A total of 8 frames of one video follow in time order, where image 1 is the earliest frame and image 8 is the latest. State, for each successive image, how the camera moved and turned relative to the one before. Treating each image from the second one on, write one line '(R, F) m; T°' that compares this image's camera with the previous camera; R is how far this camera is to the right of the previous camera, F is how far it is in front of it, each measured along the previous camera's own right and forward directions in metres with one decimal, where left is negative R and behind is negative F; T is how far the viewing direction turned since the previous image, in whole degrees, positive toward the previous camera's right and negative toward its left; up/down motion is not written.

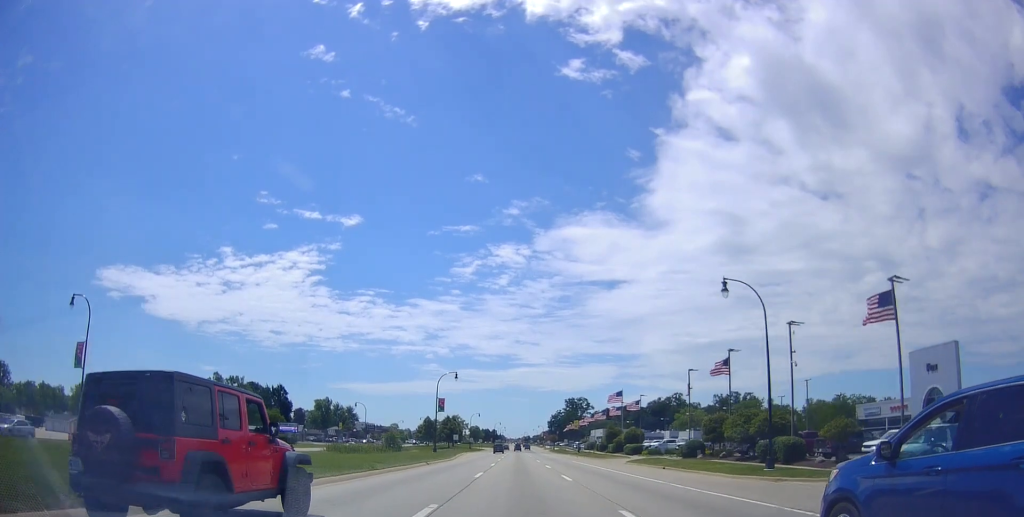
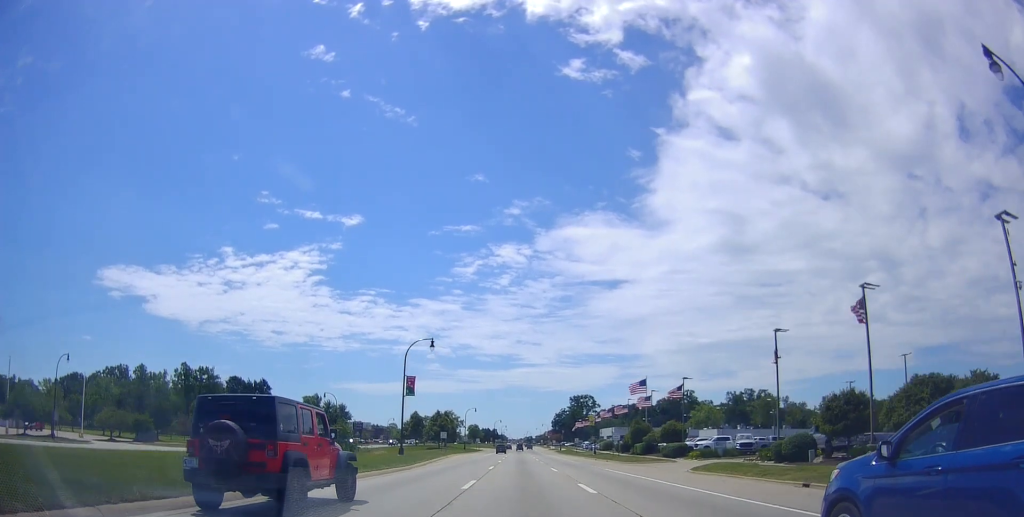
(0.0, +20.6) m; 0°
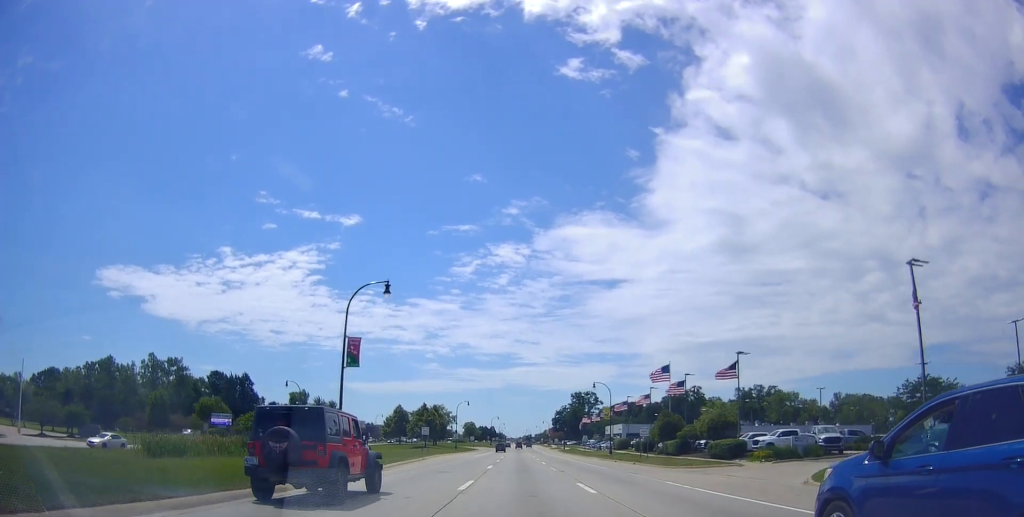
(+0.1, +16.2) m; -2°
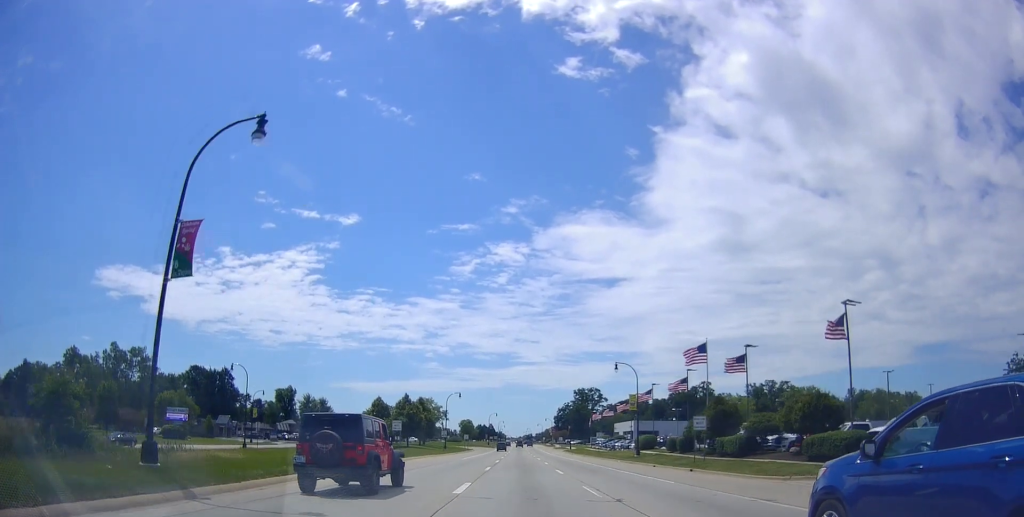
(-0.7, +16.8) m; 0°
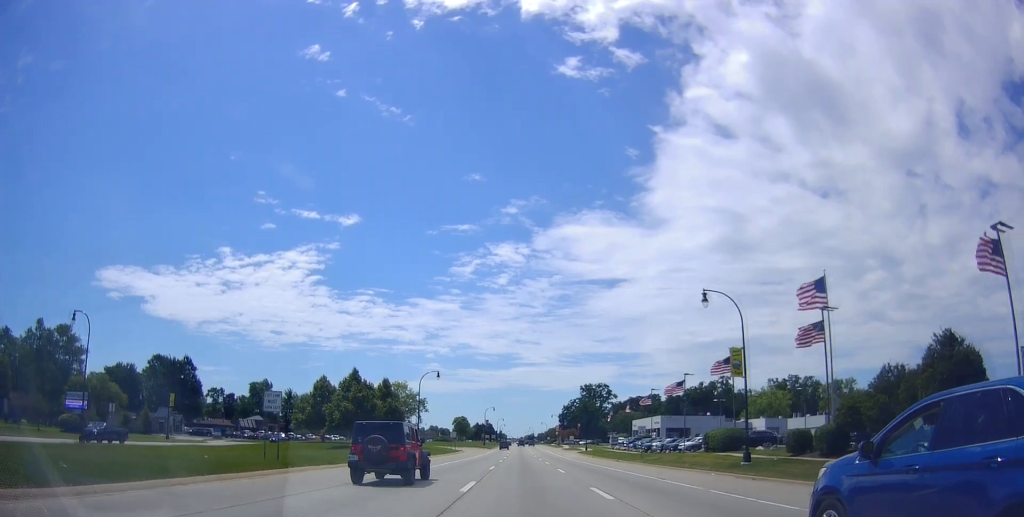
(+1.0, +28.1) m; +2°
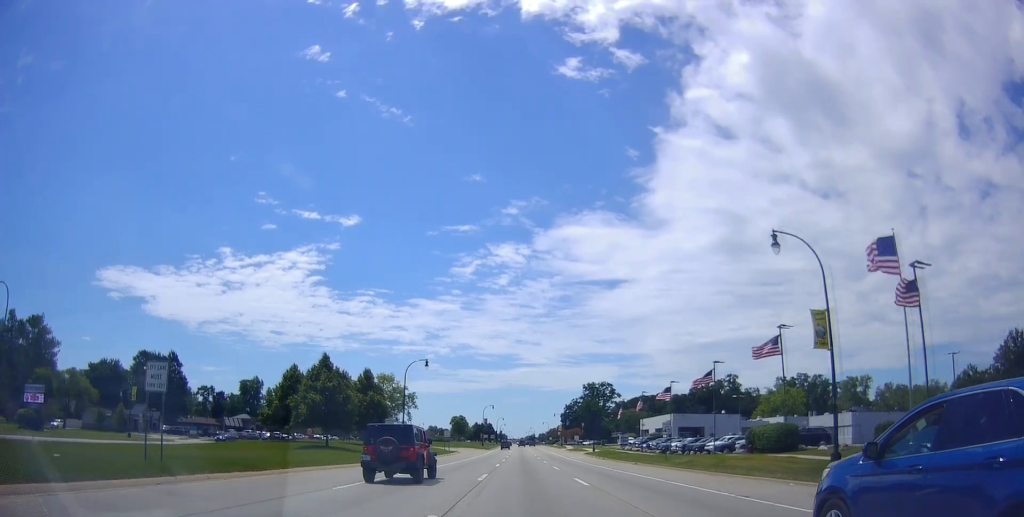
(0.0, +9.3) m; 0°
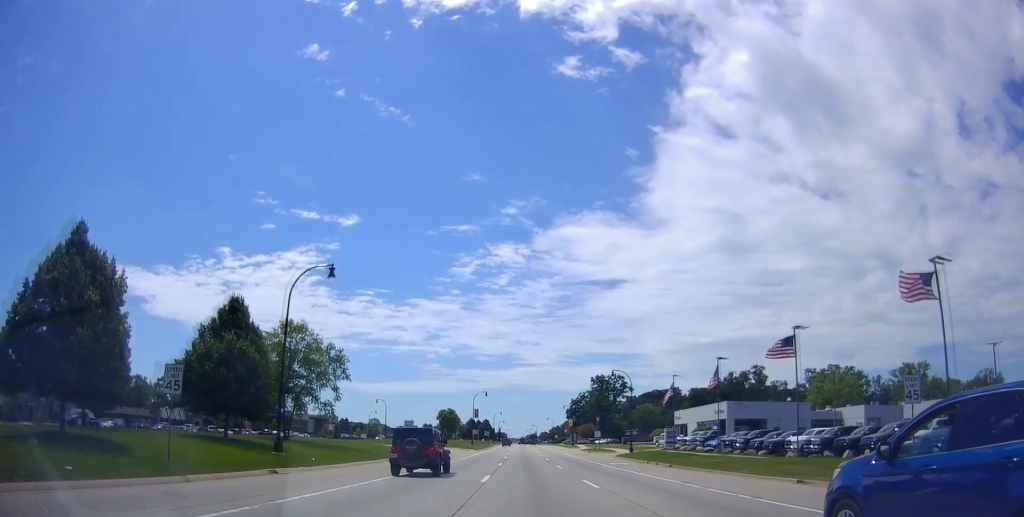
(0.0, +31.3) m; -1°
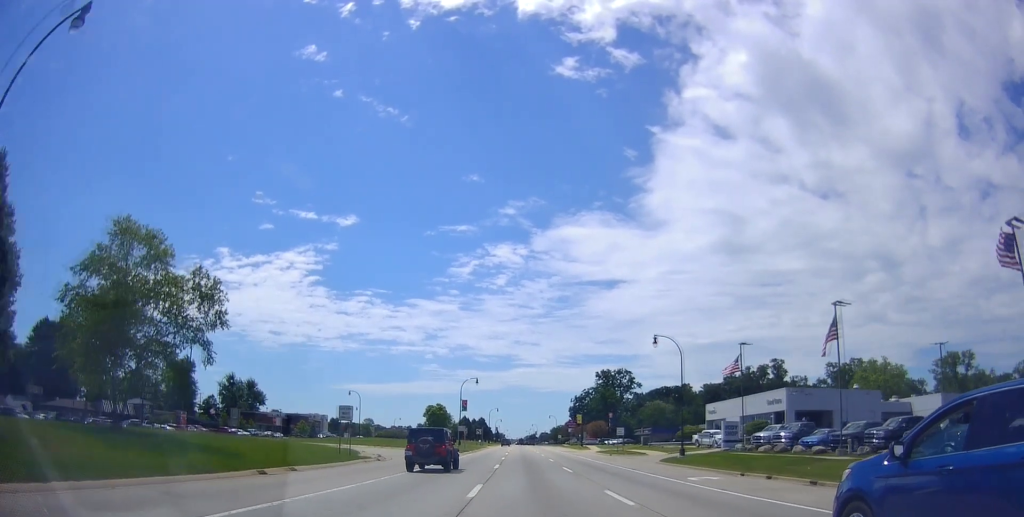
(-0.6, +20.7) m; -1°
